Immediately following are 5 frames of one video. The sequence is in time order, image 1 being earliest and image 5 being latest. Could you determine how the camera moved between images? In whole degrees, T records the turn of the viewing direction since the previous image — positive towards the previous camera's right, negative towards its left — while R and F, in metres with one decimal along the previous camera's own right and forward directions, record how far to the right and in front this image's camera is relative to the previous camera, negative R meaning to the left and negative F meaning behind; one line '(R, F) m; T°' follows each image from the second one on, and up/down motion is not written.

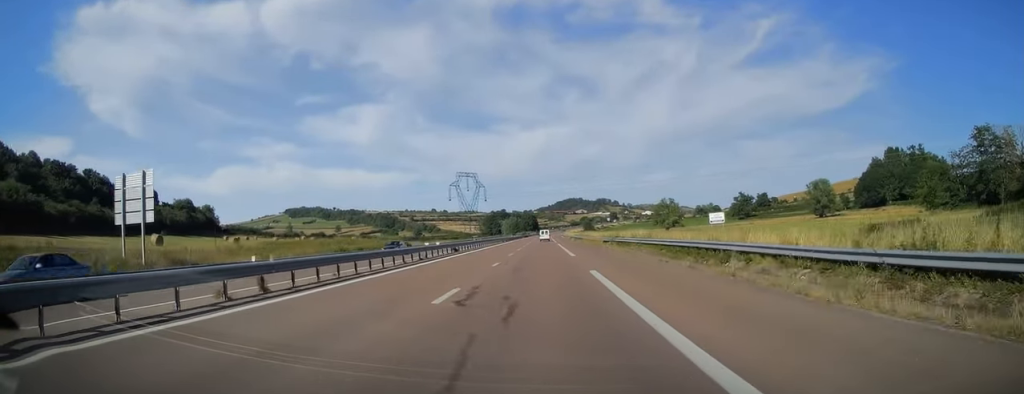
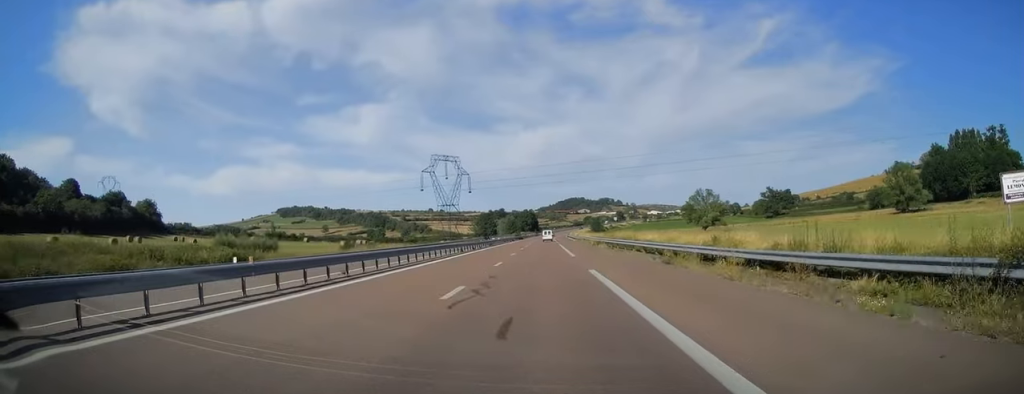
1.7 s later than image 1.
(+0.2, +51.1) m; 0°
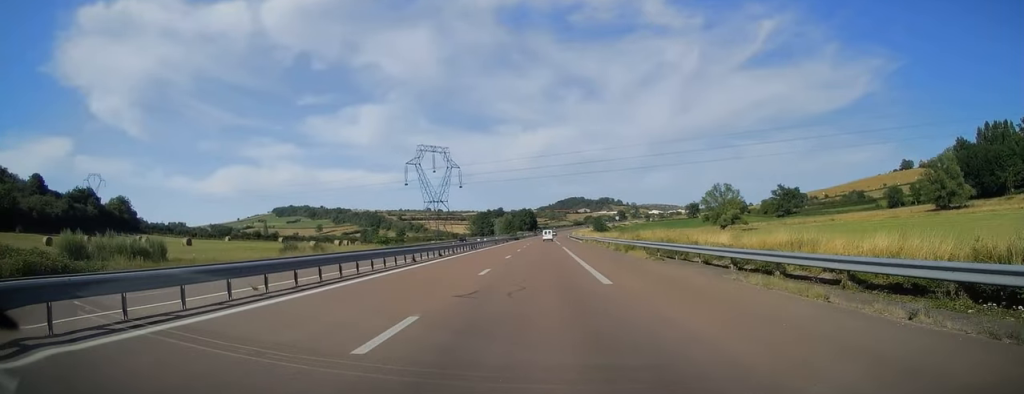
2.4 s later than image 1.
(-0.1, +18.7) m; 0°
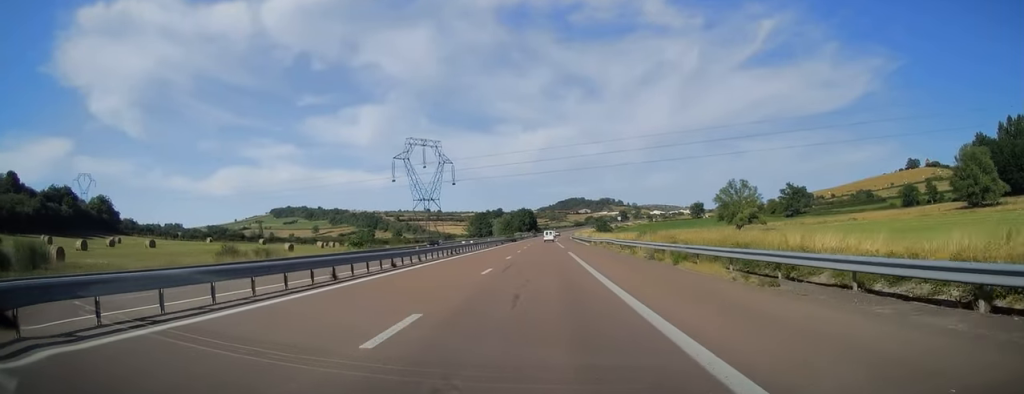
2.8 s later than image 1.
(+0.1, +12.8) m; 0°
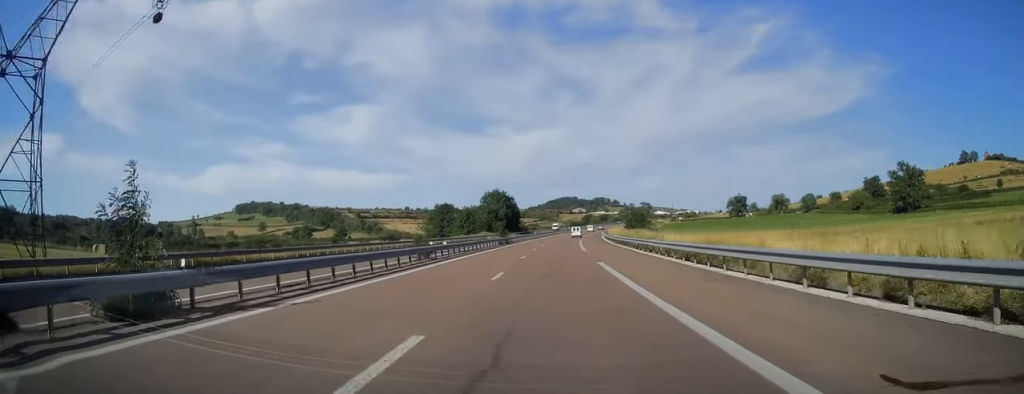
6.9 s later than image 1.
(0.0, +119.4) m; +1°
